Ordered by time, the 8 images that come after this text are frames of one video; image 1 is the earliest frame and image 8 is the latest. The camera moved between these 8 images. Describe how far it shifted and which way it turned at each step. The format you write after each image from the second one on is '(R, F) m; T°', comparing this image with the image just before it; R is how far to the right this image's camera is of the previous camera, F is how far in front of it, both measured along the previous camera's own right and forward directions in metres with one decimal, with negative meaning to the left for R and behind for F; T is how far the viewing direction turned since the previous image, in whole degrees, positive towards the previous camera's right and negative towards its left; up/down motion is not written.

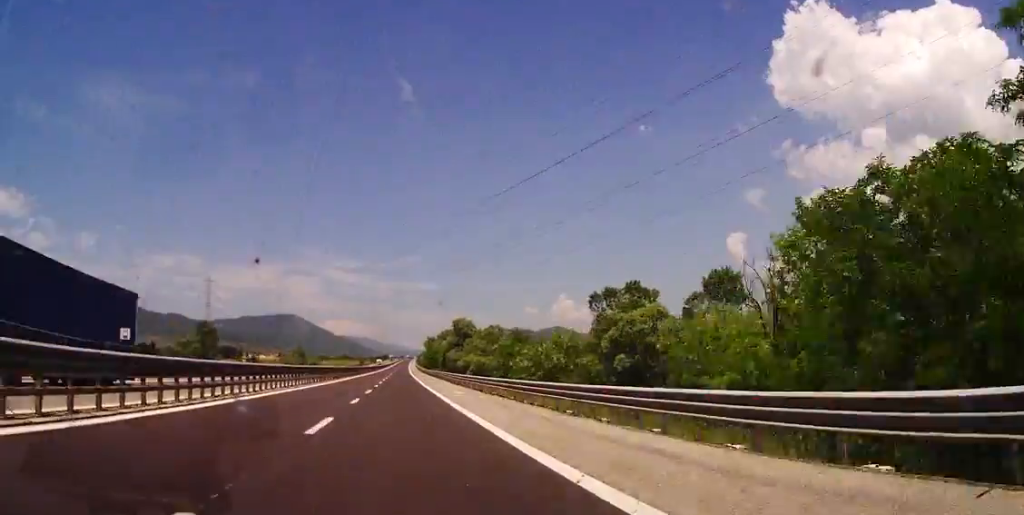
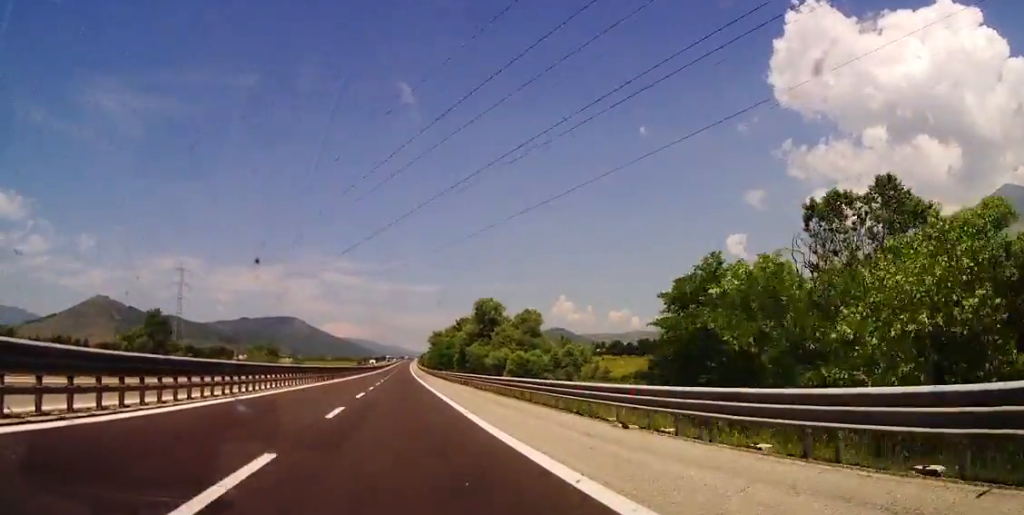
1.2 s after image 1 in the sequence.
(+0.6, +42.5) m; +1°
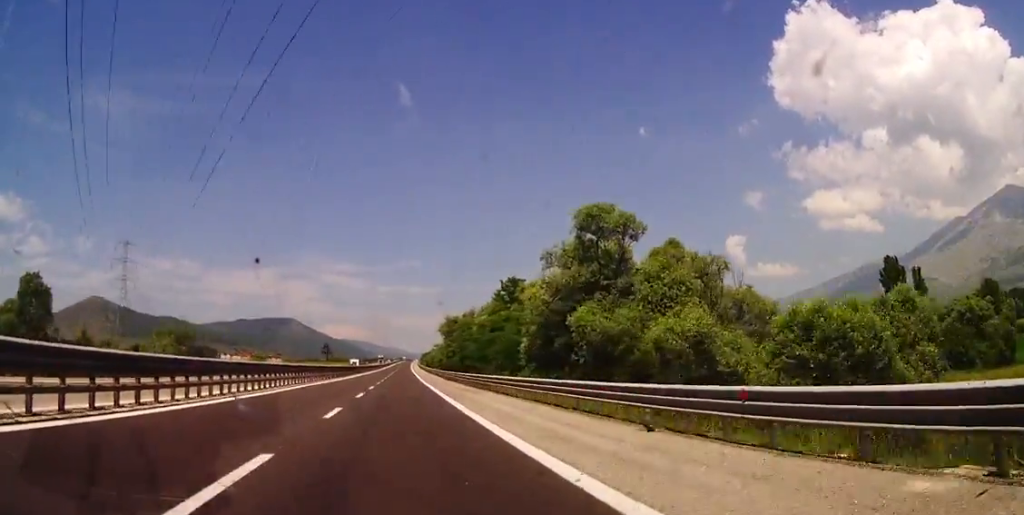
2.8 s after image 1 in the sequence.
(-0.3, +58.5) m; -1°
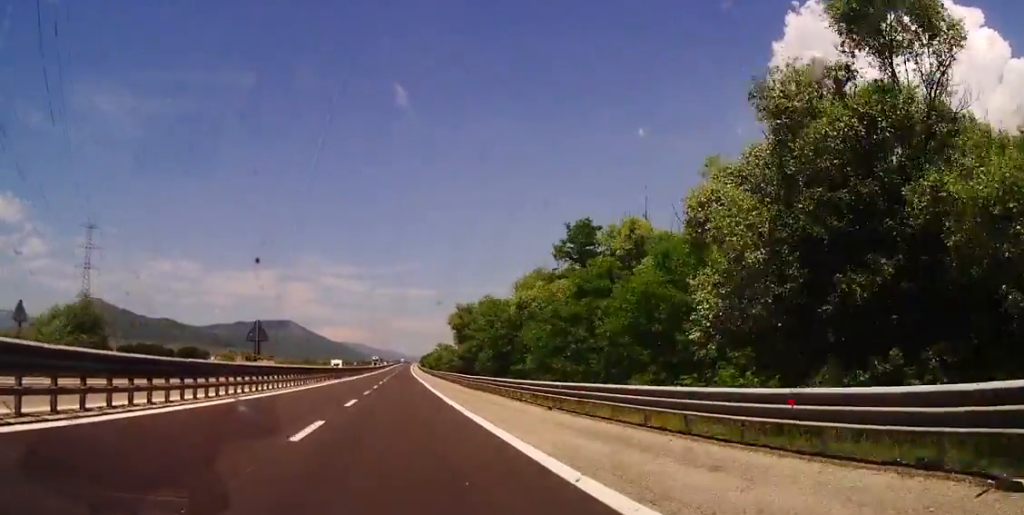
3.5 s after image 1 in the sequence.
(-0.1, +28.4) m; 0°
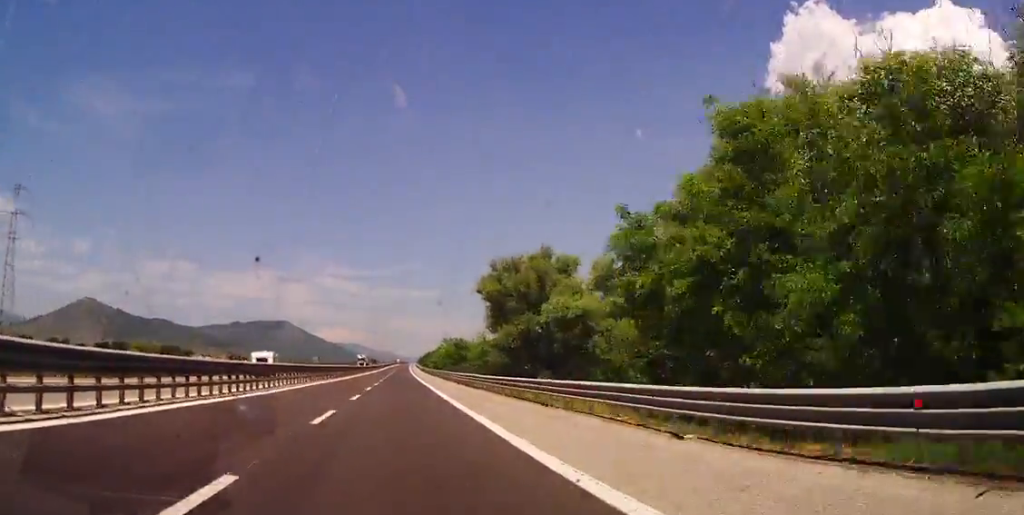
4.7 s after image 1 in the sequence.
(0.0, +43.7) m; 0°
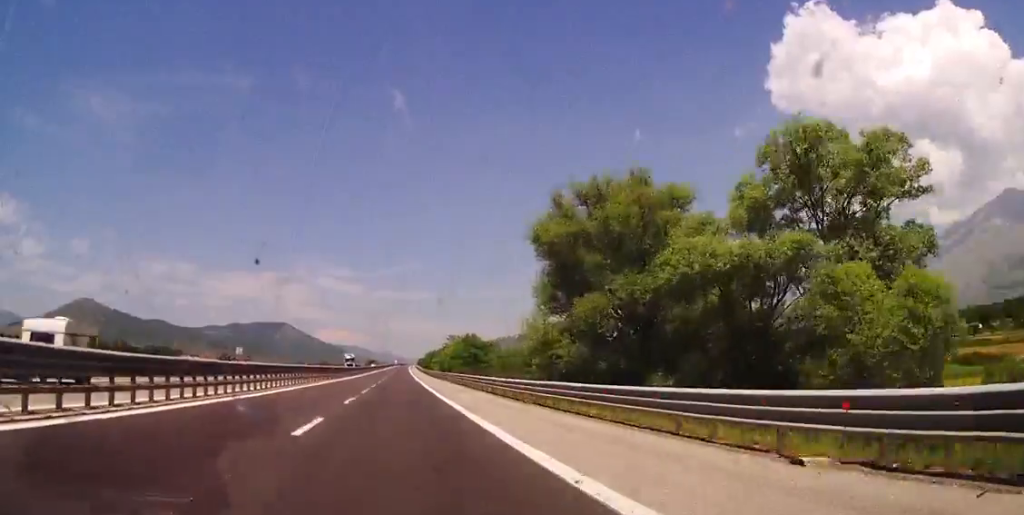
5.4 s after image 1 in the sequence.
(0.0, +26.1) m; 0°
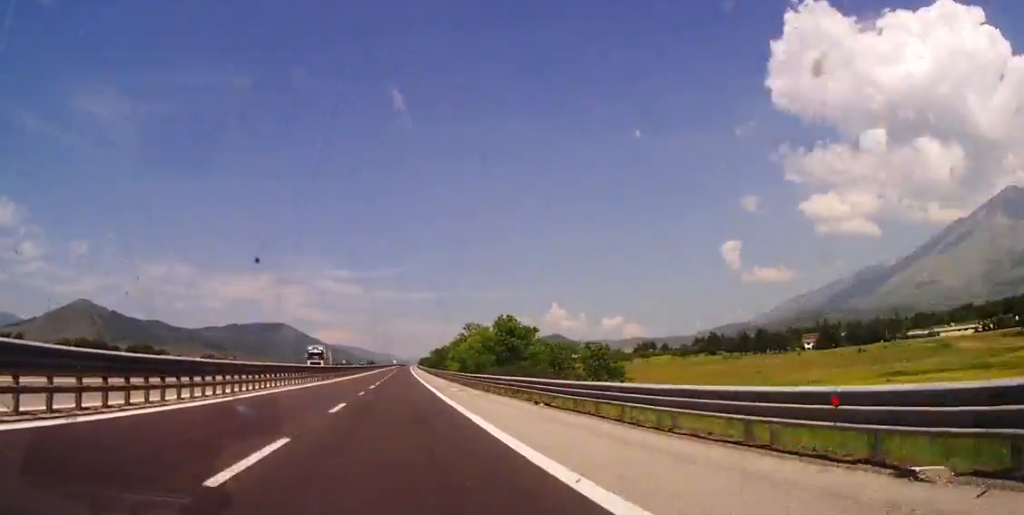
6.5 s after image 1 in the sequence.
(+0.1, +40.5) m; 0°
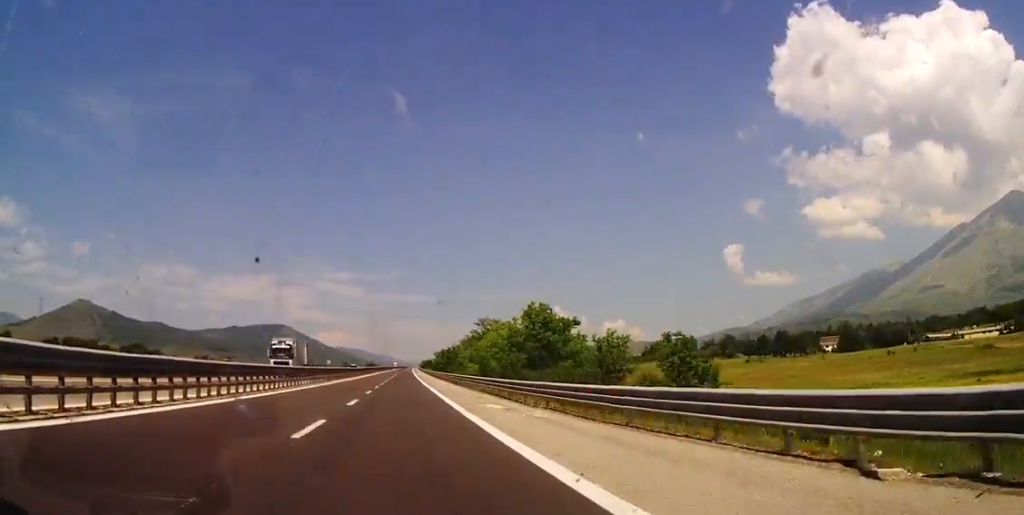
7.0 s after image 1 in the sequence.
(-0.1, +18.4) m; 0°
